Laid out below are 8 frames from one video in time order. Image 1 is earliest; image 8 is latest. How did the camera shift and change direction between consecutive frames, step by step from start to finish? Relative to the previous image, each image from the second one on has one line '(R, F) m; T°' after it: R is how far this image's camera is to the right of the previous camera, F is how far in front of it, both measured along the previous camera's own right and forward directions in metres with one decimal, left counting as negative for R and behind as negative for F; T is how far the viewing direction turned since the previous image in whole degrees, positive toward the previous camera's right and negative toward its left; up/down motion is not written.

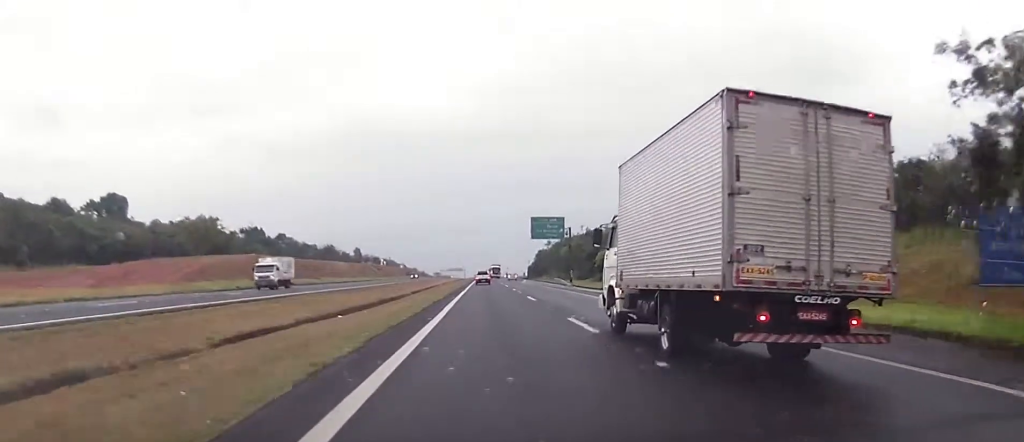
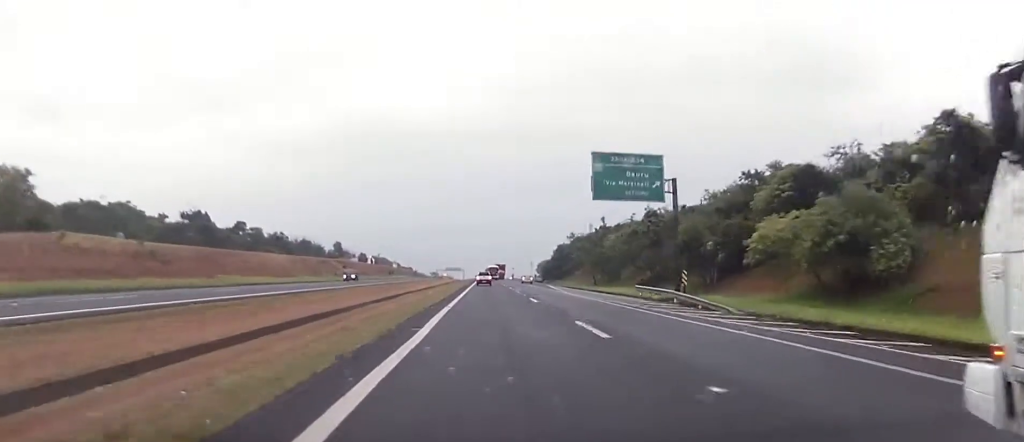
(+0.8, +42.1) m; +1°
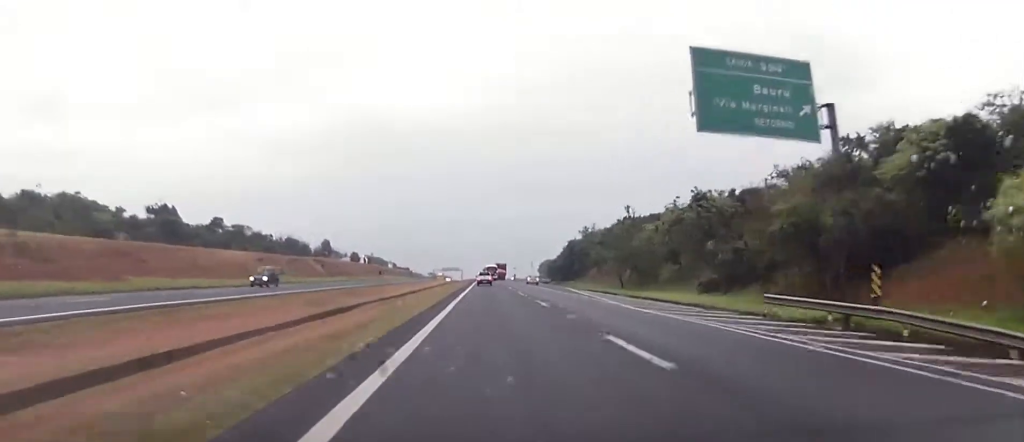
(-0.1, +19.1) m; 0°
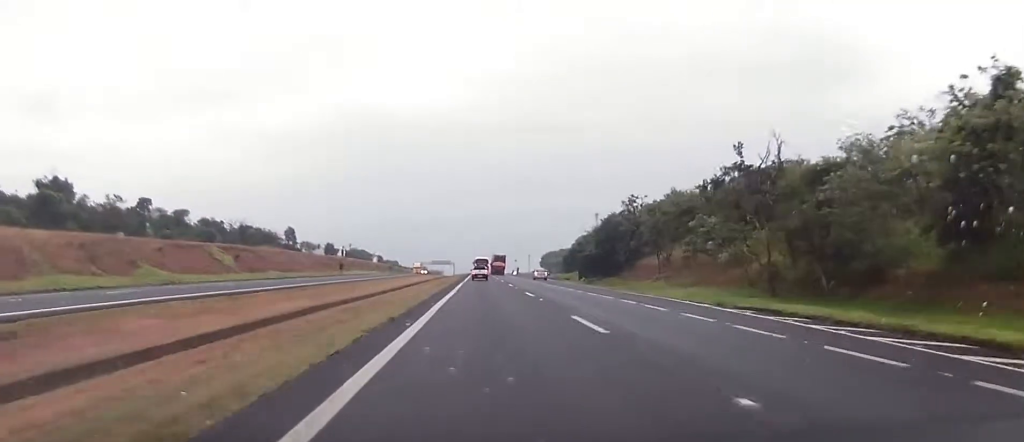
(0.0, +45.3) m; 0°
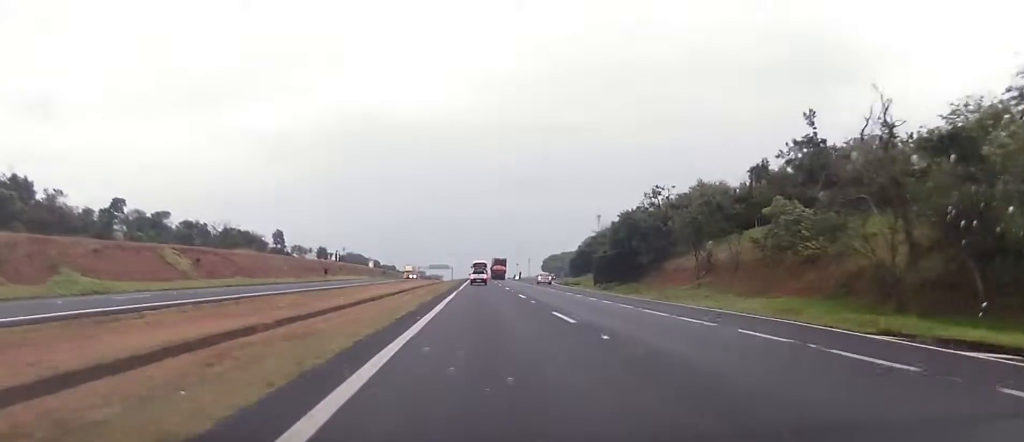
(+0.1, +13.5) m; 0°
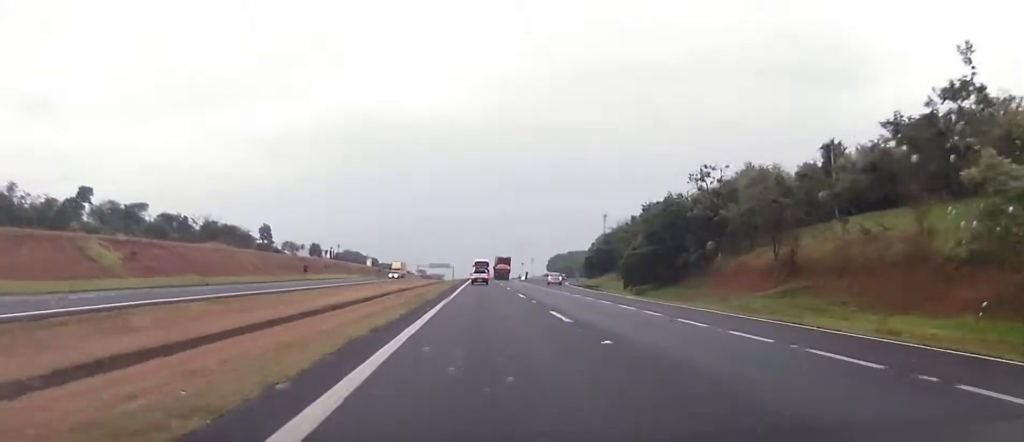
(-0.2, +16.3) m; 0°
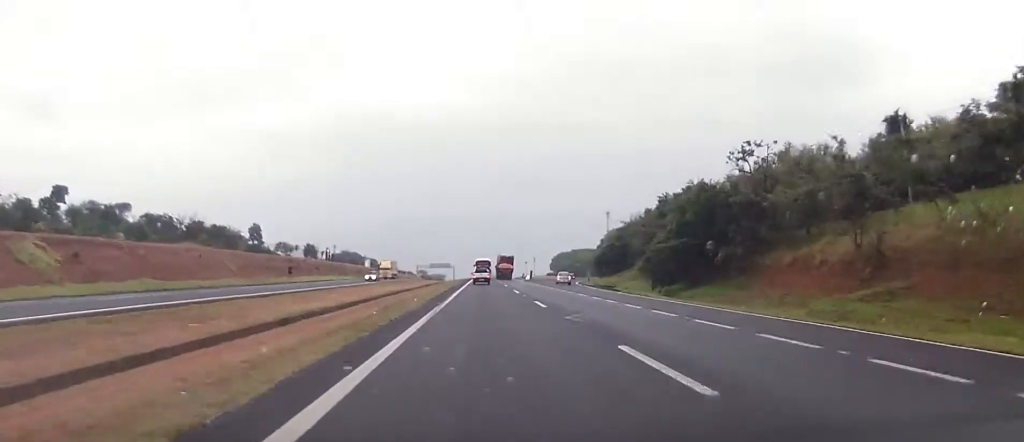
(-0.2, +10.5) m; 0°
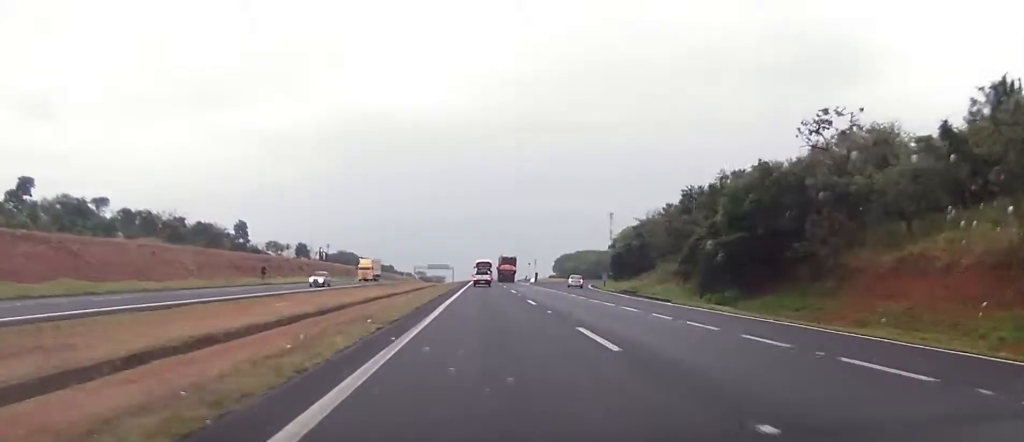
(+0.1, +11.8) m; 0°
